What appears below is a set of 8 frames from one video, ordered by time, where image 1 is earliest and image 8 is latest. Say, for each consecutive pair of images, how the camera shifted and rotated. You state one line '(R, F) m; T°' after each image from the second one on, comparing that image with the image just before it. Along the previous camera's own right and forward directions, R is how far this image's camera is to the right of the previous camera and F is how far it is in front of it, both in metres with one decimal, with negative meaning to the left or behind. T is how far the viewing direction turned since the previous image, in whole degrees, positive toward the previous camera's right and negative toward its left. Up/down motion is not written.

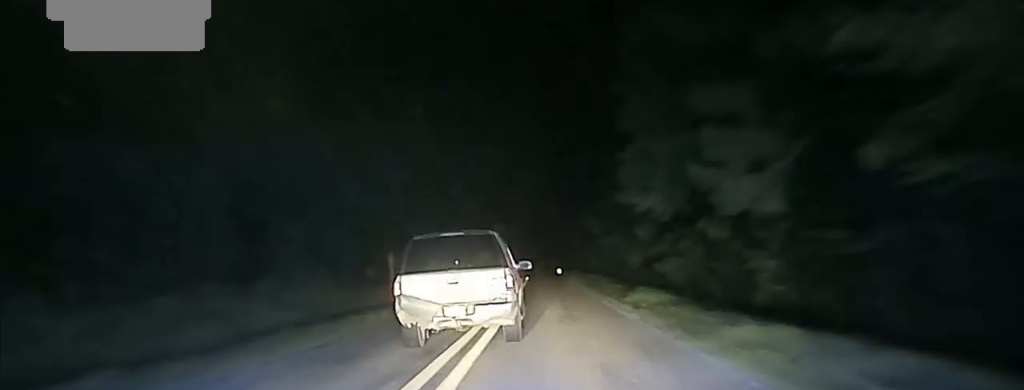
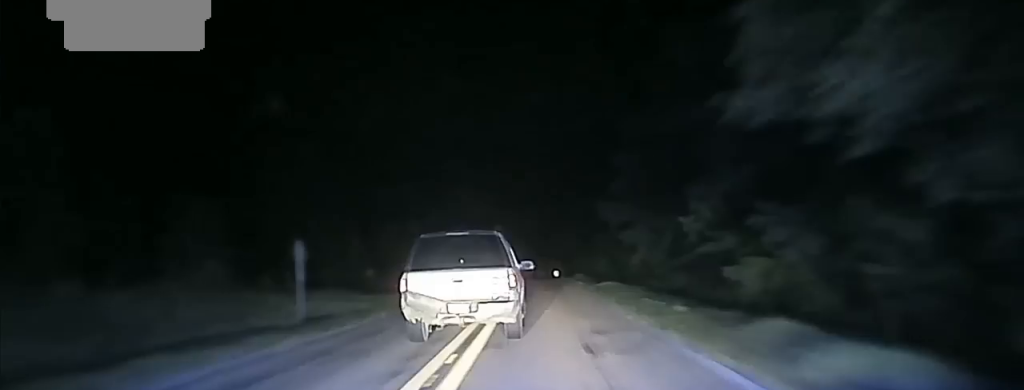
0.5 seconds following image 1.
(+0.1, +19.8) m; 0°
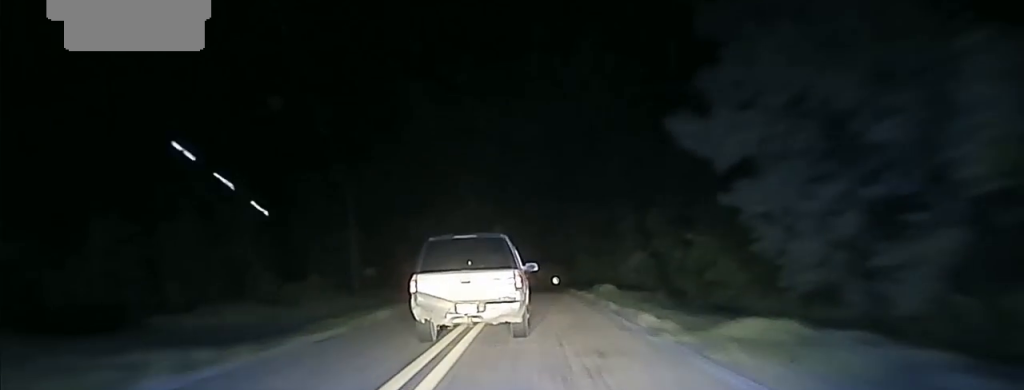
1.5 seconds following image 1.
(-0.1, +38.2) m; 0°
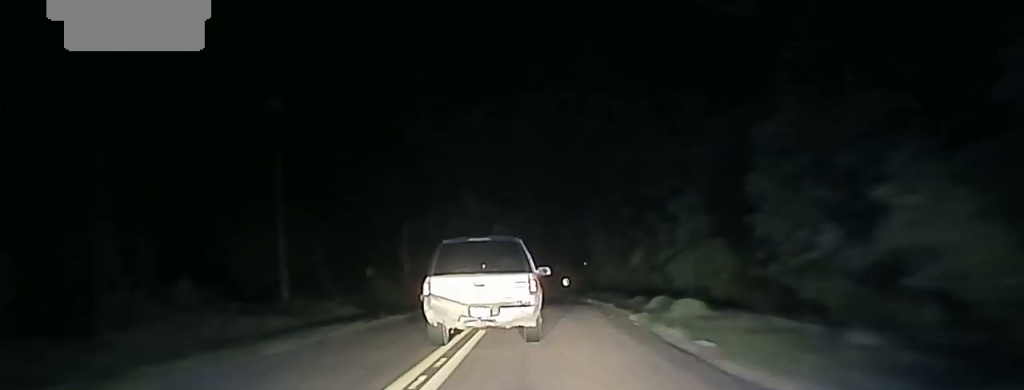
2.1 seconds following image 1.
(0.0, +20.5) m; 0°
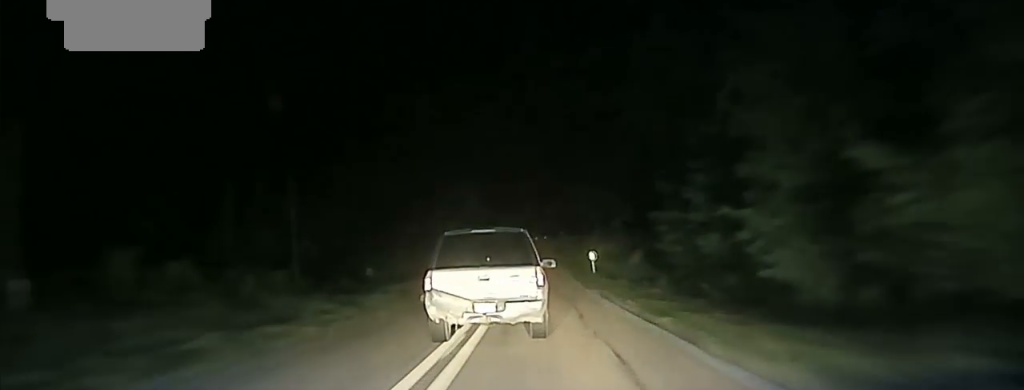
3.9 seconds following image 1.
(0.0, +62.7) m; 0°
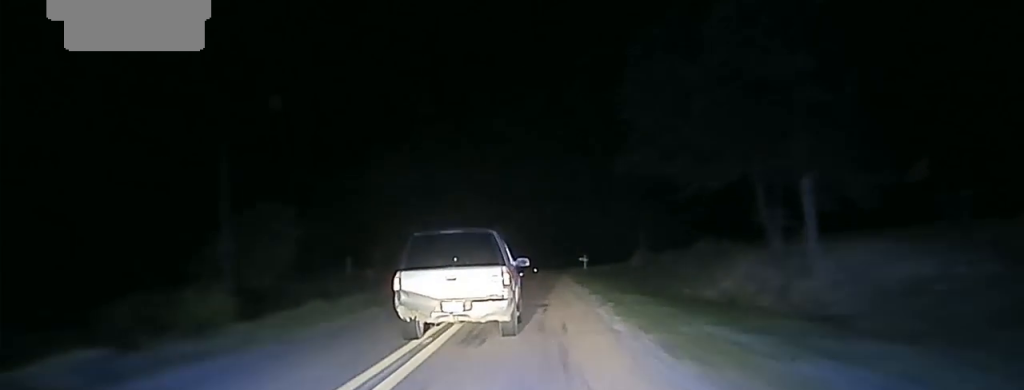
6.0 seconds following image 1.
(+0.1, +65.7) m; +1°
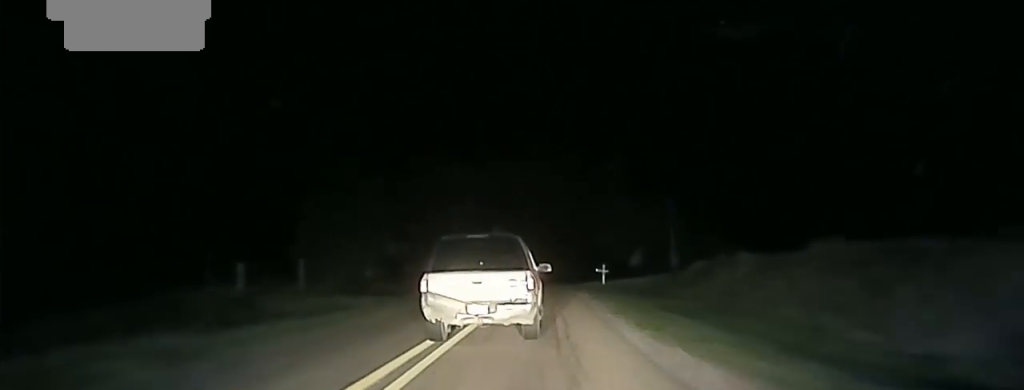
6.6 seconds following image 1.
(+0.1, +22.4) m; +1°
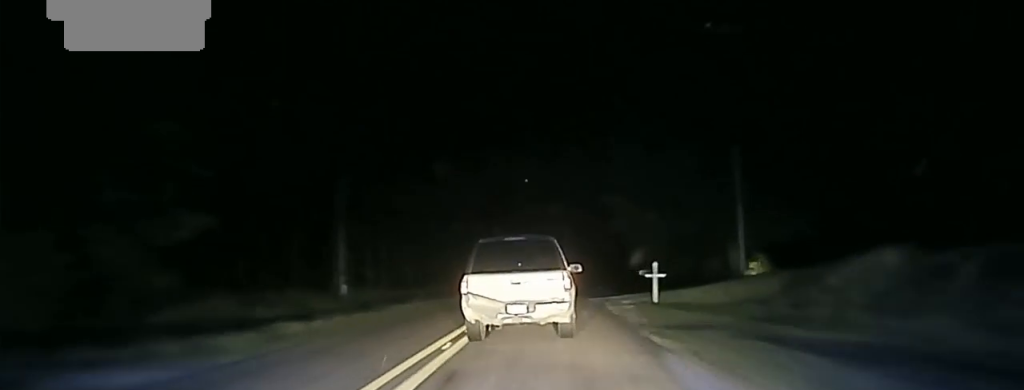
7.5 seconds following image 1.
(0.0, +30.3) m; +2°
